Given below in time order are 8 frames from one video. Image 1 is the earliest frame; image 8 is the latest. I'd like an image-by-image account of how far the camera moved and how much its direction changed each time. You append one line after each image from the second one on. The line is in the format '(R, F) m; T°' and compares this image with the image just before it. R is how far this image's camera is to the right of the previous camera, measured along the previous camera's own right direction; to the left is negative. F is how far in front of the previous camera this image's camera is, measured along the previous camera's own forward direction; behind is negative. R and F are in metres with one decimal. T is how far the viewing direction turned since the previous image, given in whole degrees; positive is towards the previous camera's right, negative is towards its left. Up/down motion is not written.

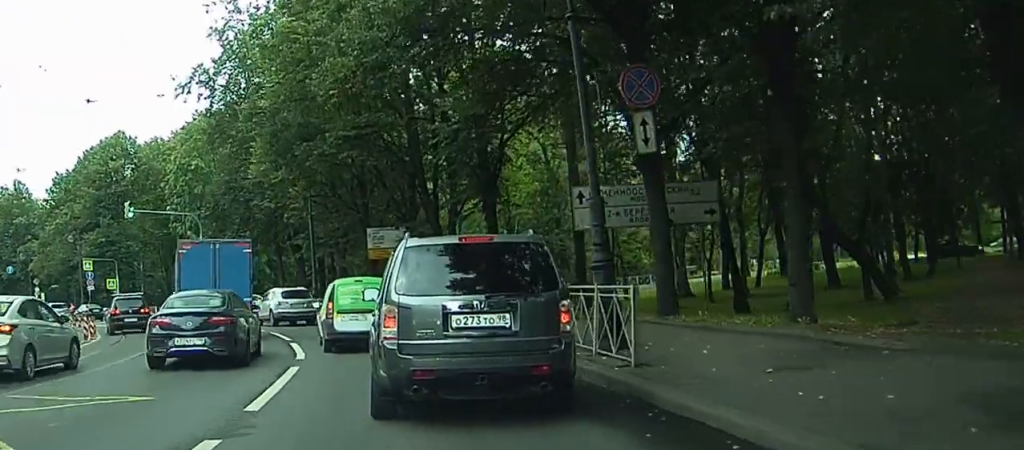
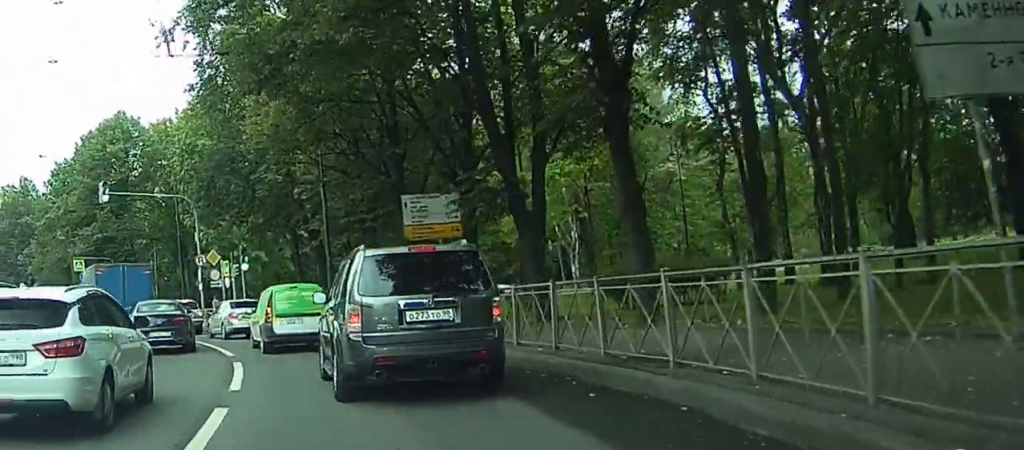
(-0.5, +11.0) m; -11°
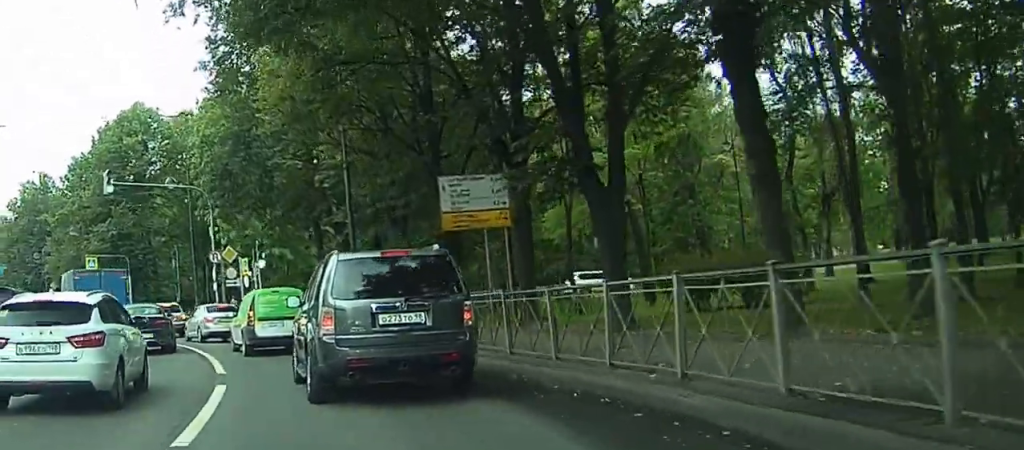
(0.0, +4.4) m; -1°
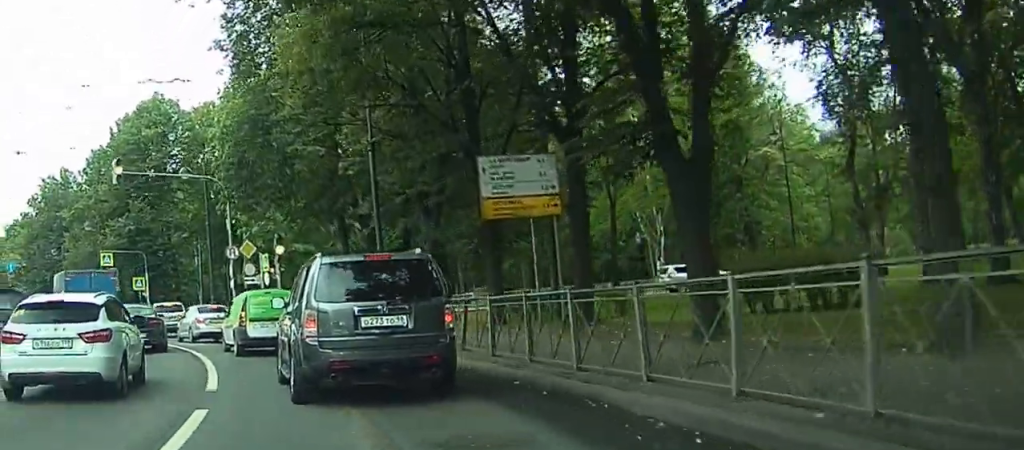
(0.0, +3.0) m; 0°
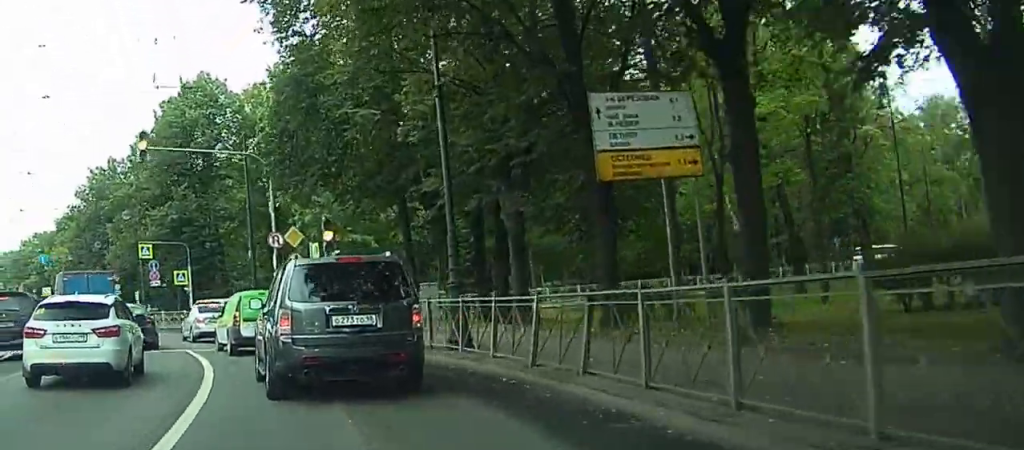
(0.0, +5.5) m; 0°
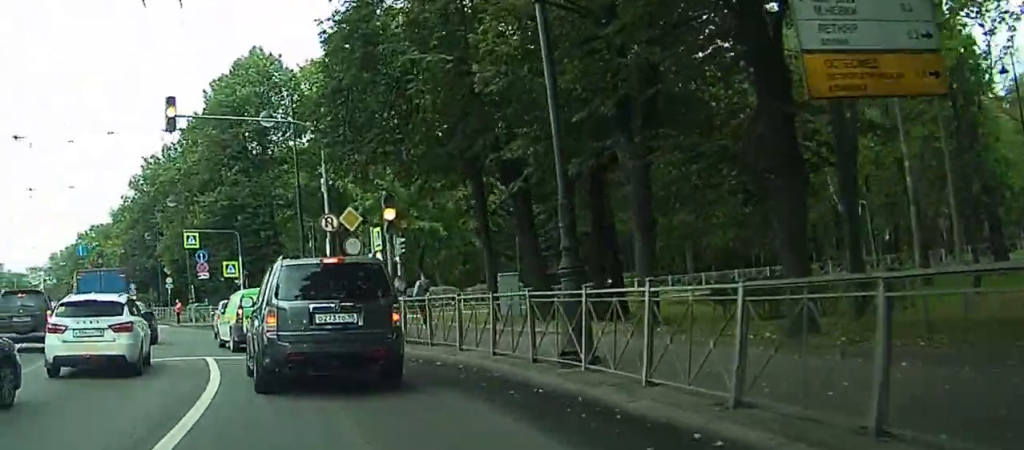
(0.0, +5.1) m; -3°
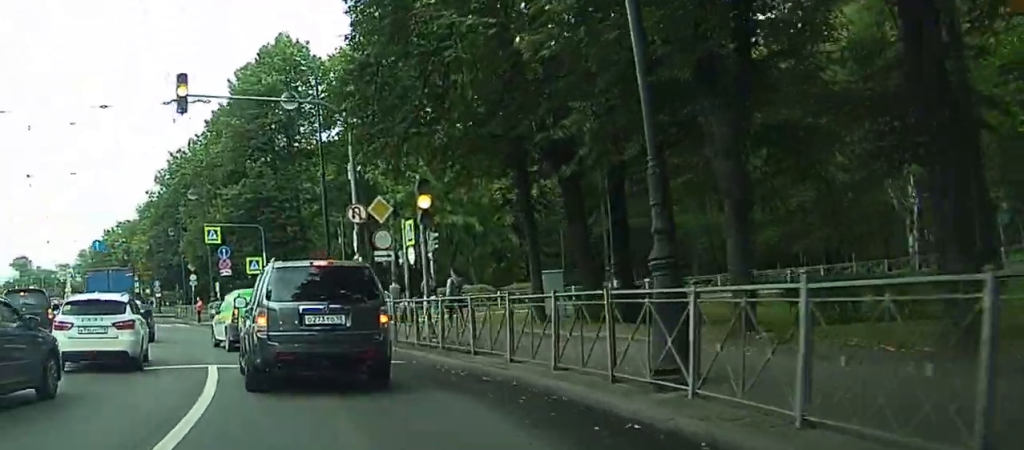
(0.0, +2.8) m; -2°
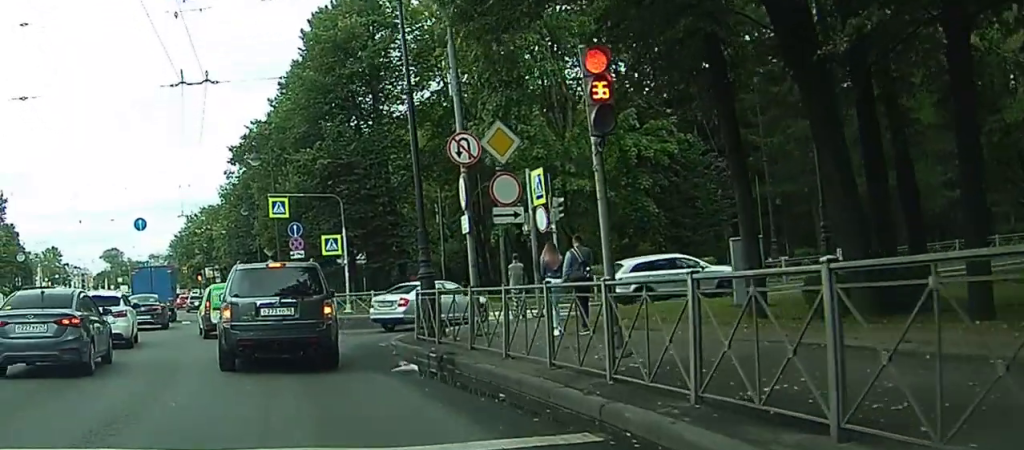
(-0.9, +10.3) m; -6°
